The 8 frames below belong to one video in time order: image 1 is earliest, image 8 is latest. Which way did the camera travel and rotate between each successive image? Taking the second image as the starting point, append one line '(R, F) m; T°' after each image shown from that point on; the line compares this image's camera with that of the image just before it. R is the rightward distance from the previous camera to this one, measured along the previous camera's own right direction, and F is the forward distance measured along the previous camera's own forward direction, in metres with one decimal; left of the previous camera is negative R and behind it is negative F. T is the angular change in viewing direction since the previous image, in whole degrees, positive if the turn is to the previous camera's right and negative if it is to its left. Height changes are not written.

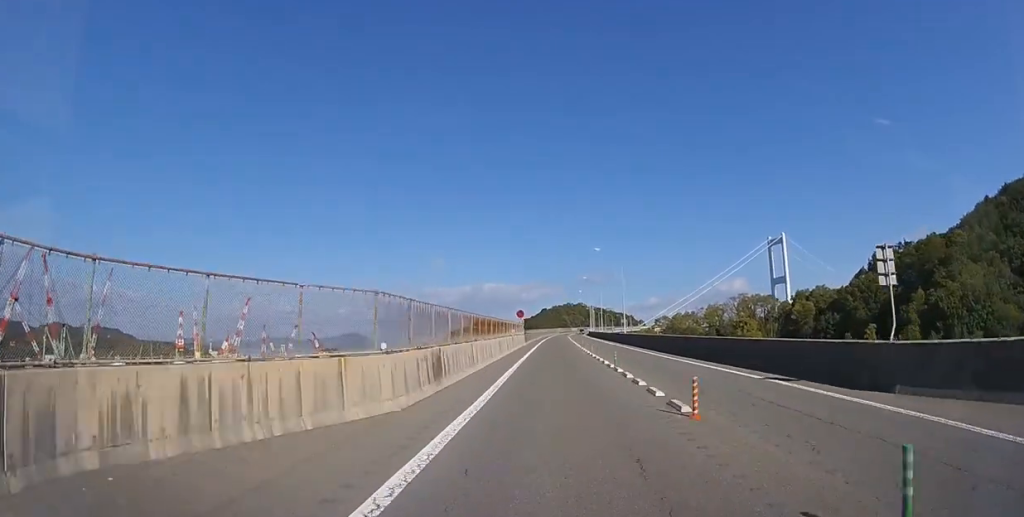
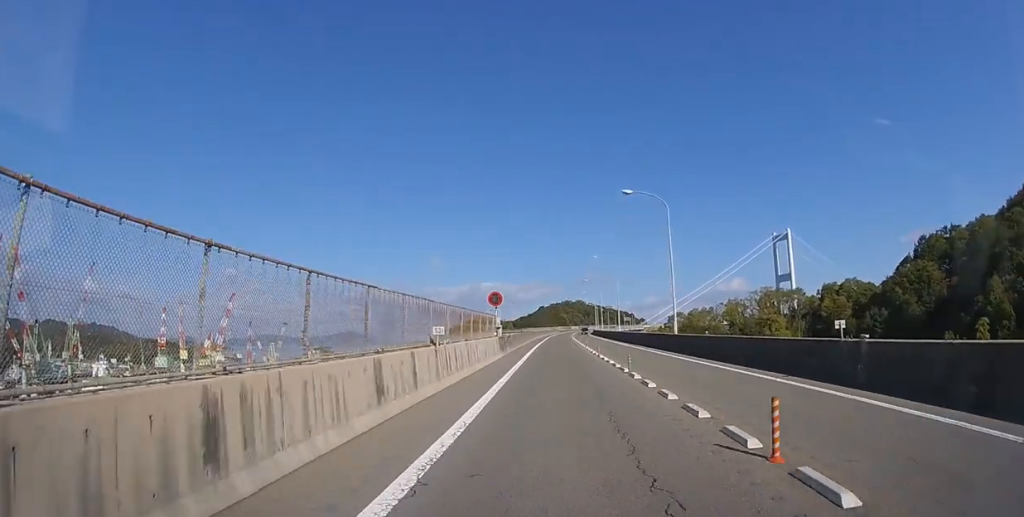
(+0.1, +22.5) m; 0°
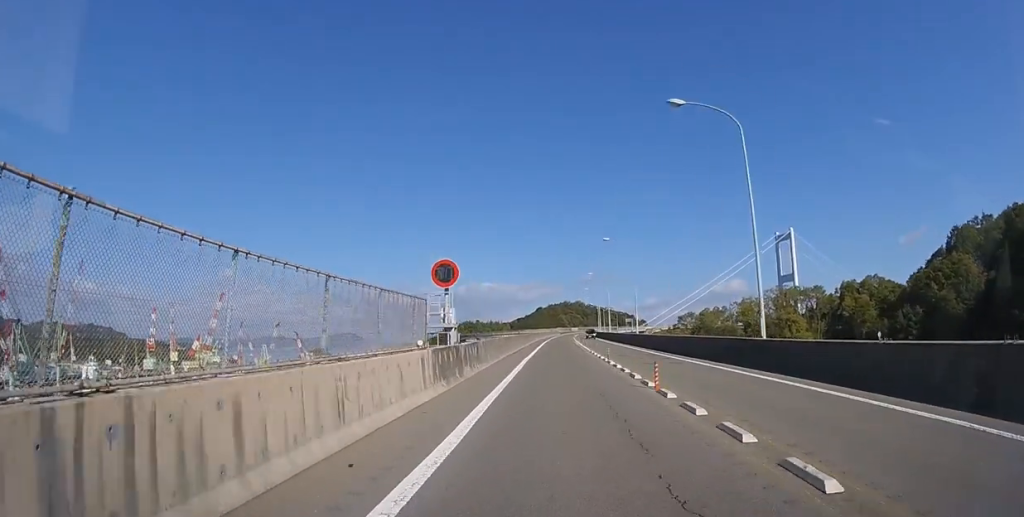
(0.0, +13.7) m; 0°
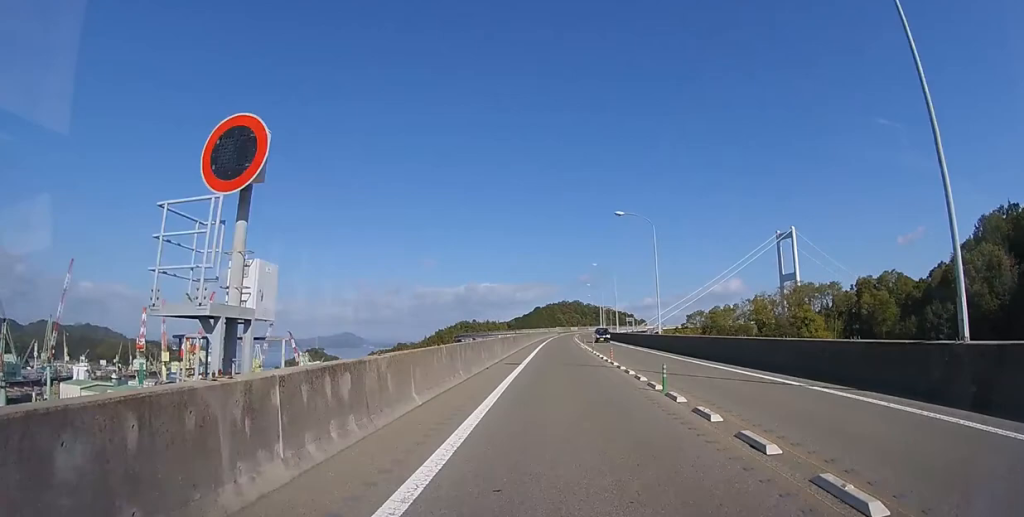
(0.0, +10.9) m; 0°
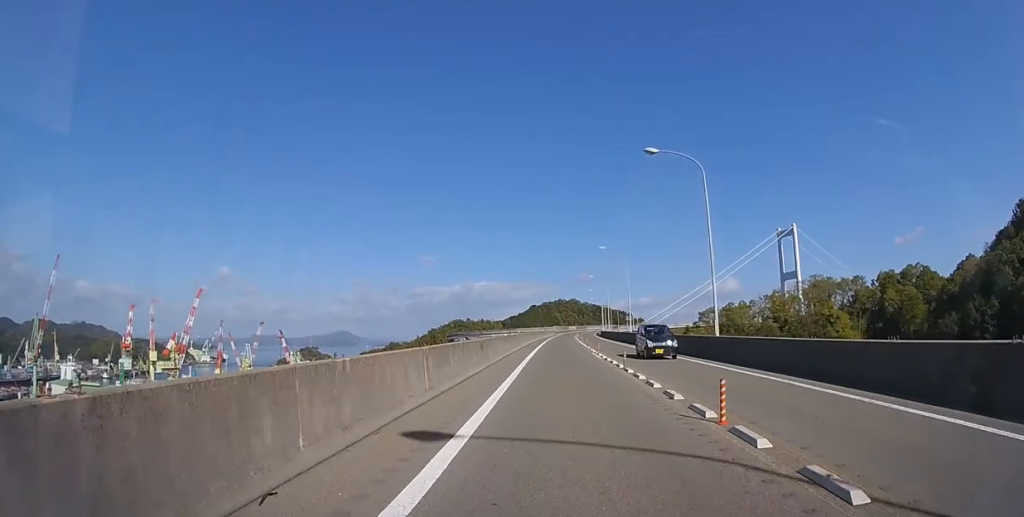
(0.0, +13.7) m; 0°
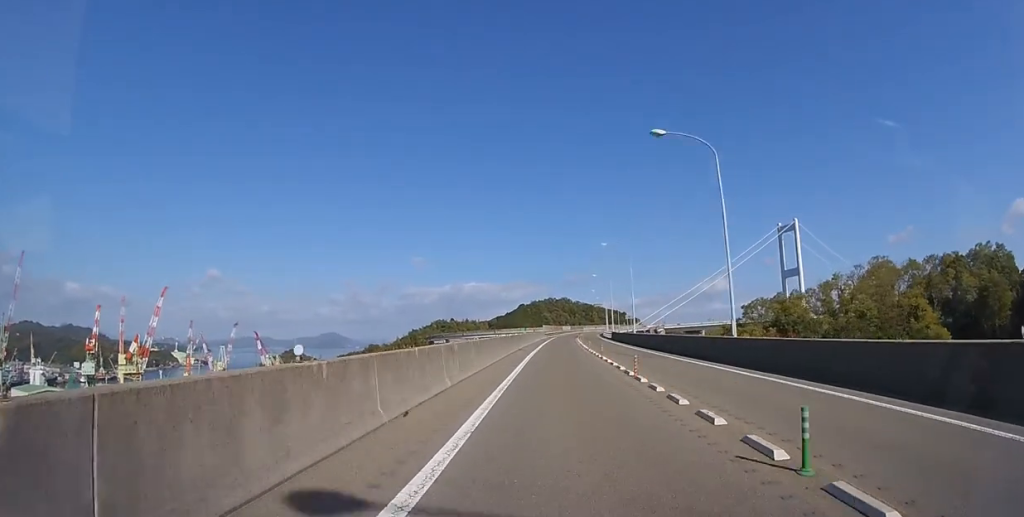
(+0.3, +32.0) m; +1°
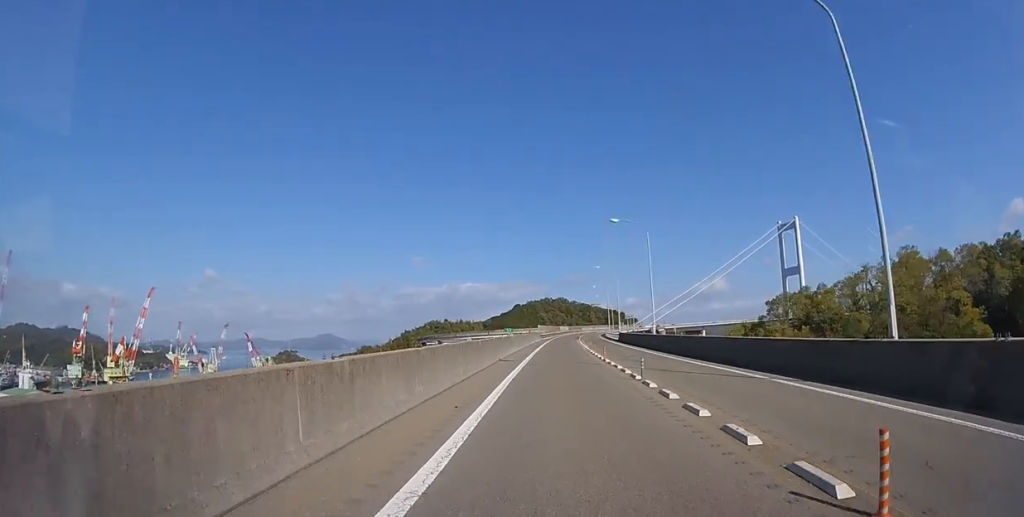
(0.0, +11.6) m; 0°
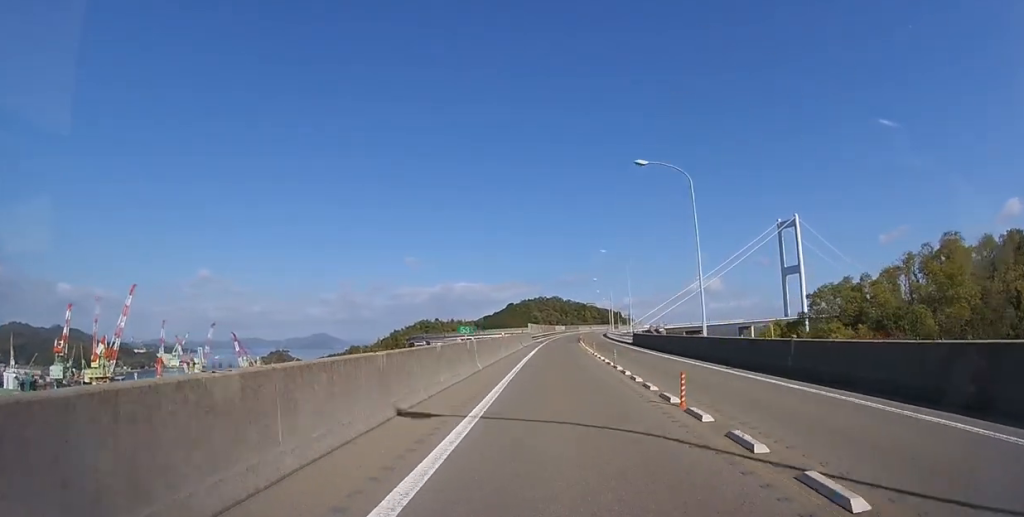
(0.0, +14.3) m; +1°
